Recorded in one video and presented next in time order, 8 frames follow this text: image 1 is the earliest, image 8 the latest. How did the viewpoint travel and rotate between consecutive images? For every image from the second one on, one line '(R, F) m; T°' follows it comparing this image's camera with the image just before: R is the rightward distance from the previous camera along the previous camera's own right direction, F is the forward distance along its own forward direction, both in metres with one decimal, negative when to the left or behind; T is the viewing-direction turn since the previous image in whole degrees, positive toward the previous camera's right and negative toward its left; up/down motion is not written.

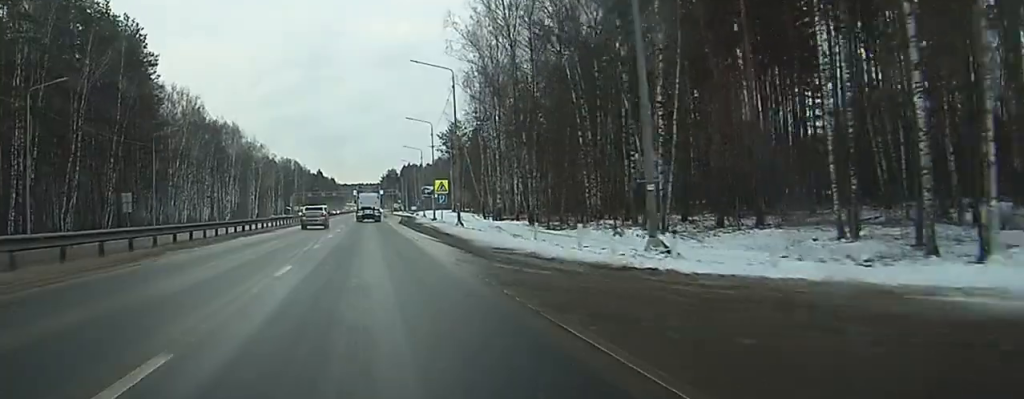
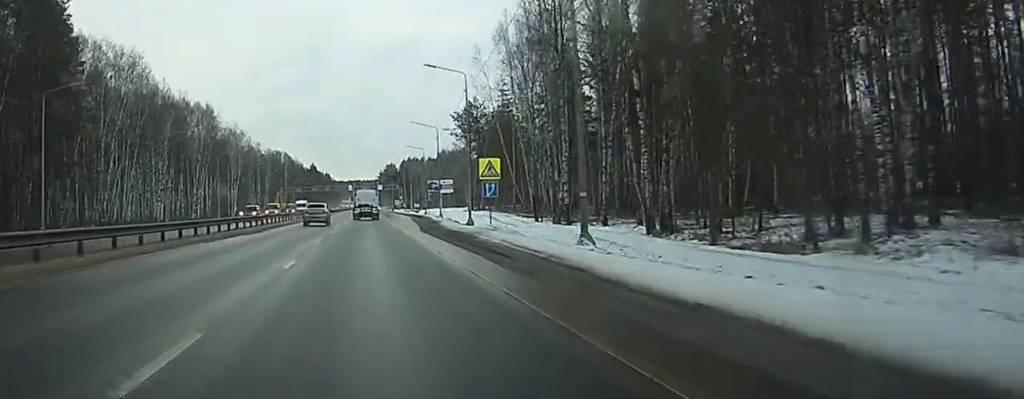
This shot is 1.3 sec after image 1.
(-0.2, +35.5) m; -2°
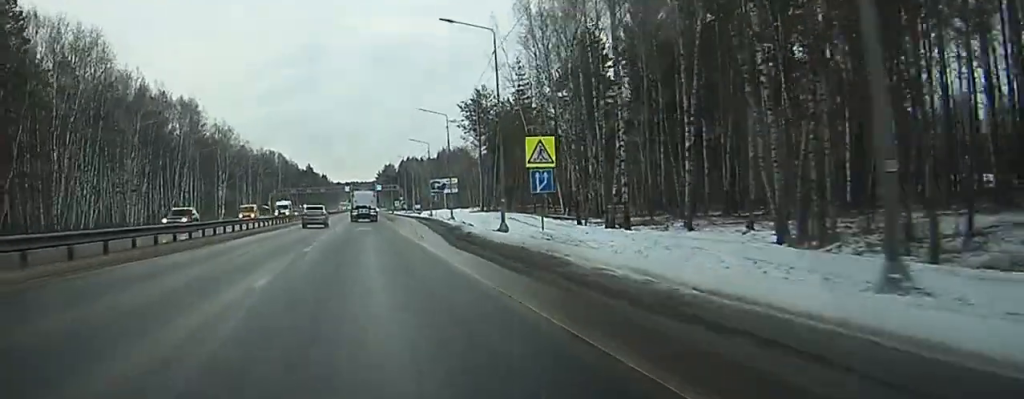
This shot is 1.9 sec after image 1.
(-0.2, +14.0) m; -1°
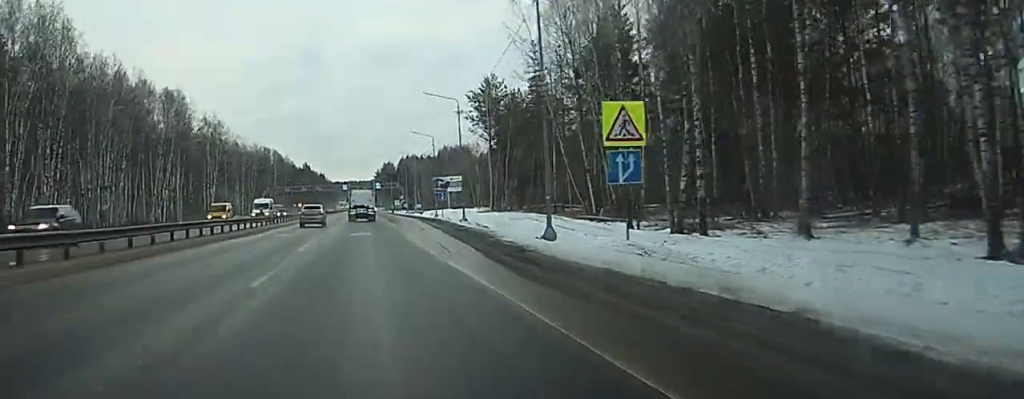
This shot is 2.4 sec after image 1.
(-0.2, +10.5) m; 0°
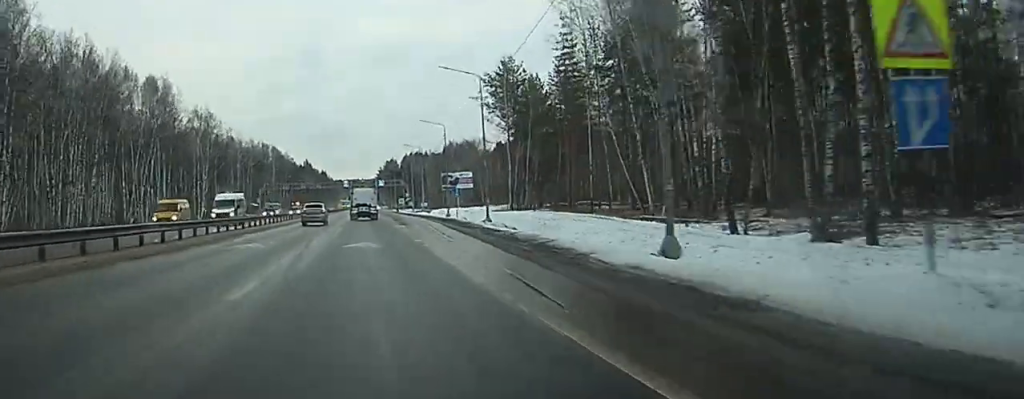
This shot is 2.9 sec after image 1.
(0.0, +12.2) m; 0°
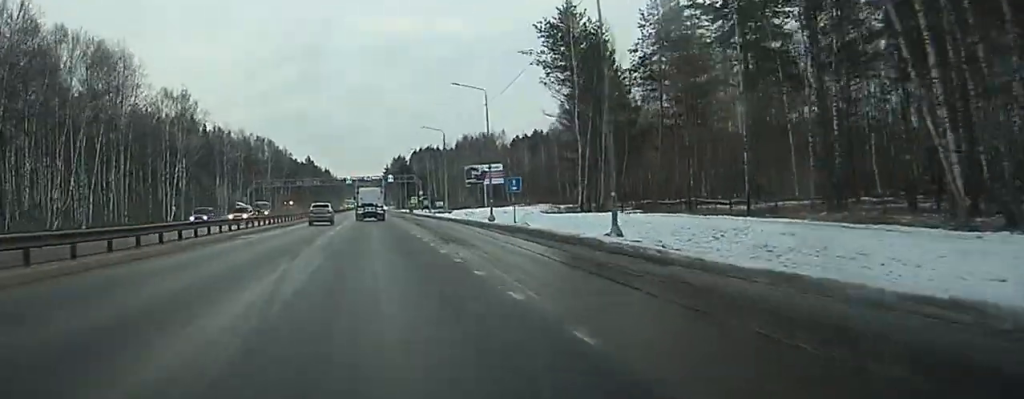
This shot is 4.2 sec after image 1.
(+0.2, +28.8) m; 0°
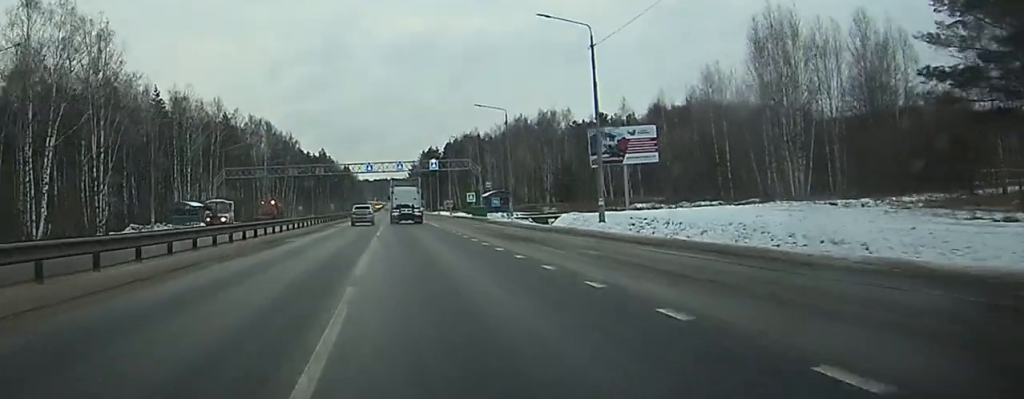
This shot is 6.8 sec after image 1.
(-0.3, +64.4) m; 0°
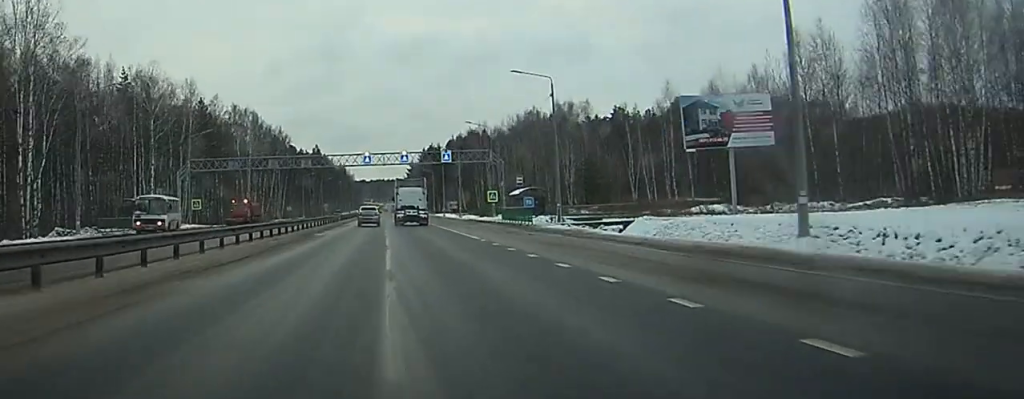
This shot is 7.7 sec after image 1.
(0.0, +22.4) m; 0°
